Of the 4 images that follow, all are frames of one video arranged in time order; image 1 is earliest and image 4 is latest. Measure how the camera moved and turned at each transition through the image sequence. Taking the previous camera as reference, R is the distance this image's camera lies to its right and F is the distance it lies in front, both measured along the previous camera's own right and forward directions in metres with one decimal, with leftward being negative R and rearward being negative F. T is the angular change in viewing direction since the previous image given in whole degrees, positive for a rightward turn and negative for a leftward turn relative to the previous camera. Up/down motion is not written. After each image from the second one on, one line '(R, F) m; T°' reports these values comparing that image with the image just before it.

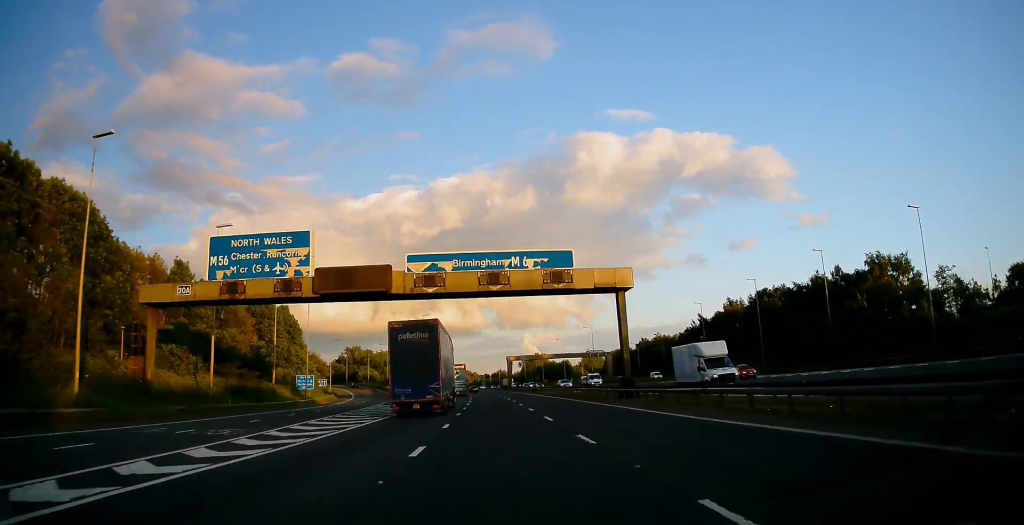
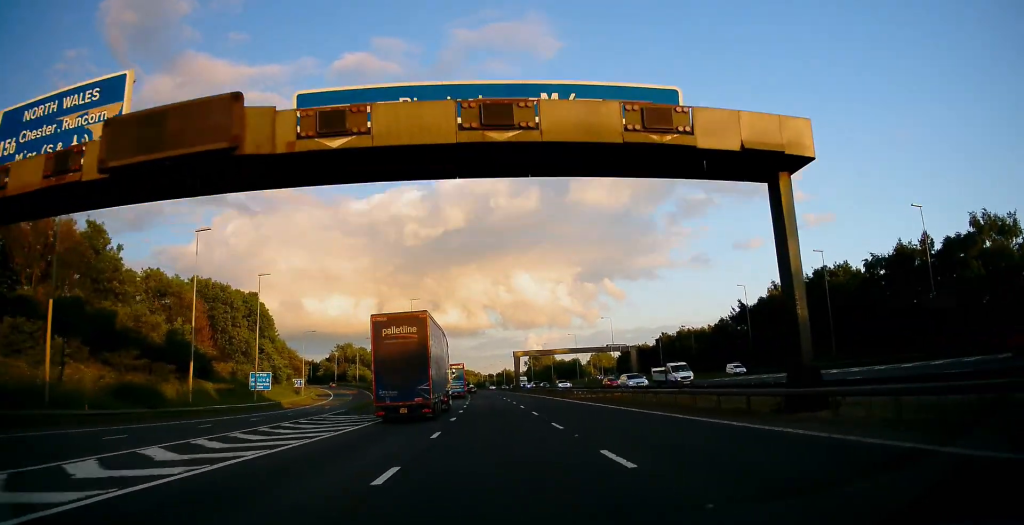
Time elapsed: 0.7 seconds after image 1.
(0.0, +20.9) m; 0°
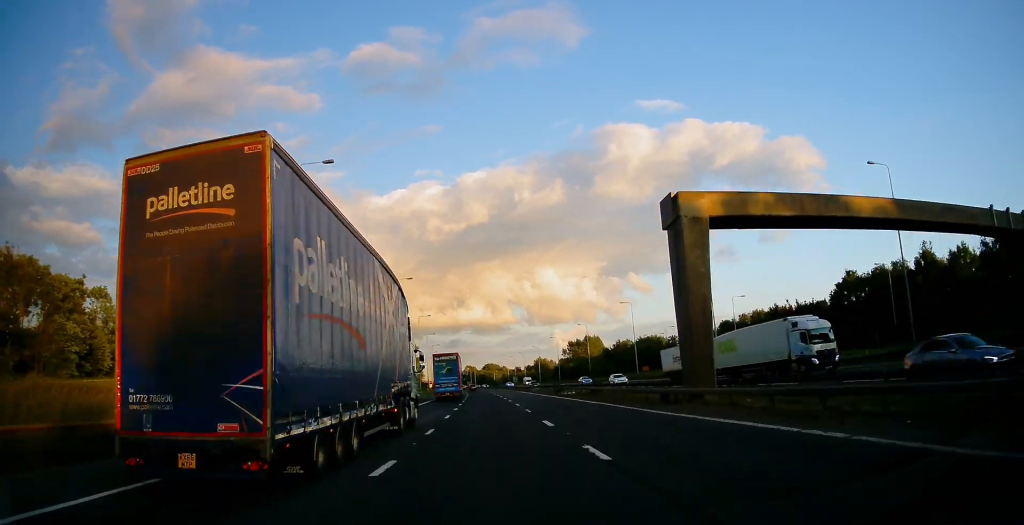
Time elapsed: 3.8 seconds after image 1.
(-2.4, +98.2) m; -3°
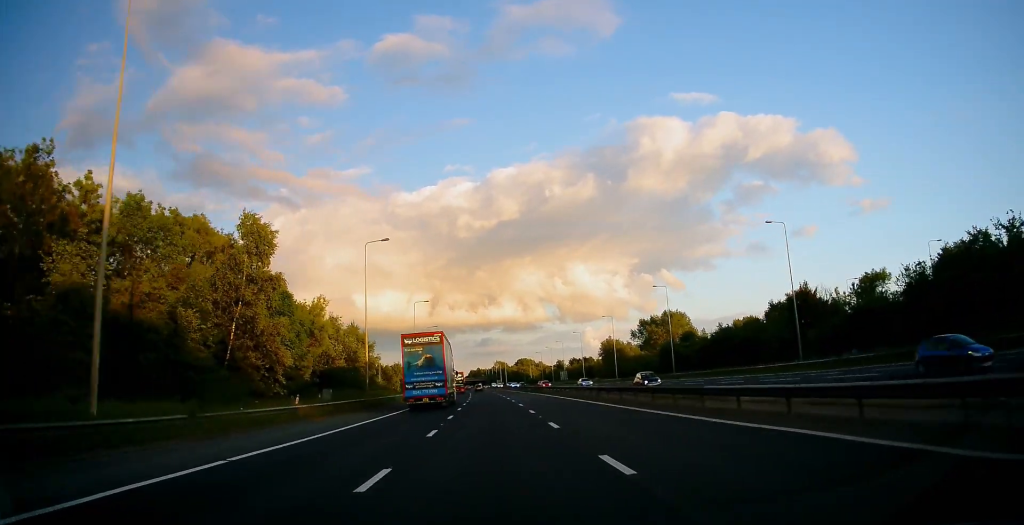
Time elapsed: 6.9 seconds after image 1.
(-3.0, +99.6) m; -3°
